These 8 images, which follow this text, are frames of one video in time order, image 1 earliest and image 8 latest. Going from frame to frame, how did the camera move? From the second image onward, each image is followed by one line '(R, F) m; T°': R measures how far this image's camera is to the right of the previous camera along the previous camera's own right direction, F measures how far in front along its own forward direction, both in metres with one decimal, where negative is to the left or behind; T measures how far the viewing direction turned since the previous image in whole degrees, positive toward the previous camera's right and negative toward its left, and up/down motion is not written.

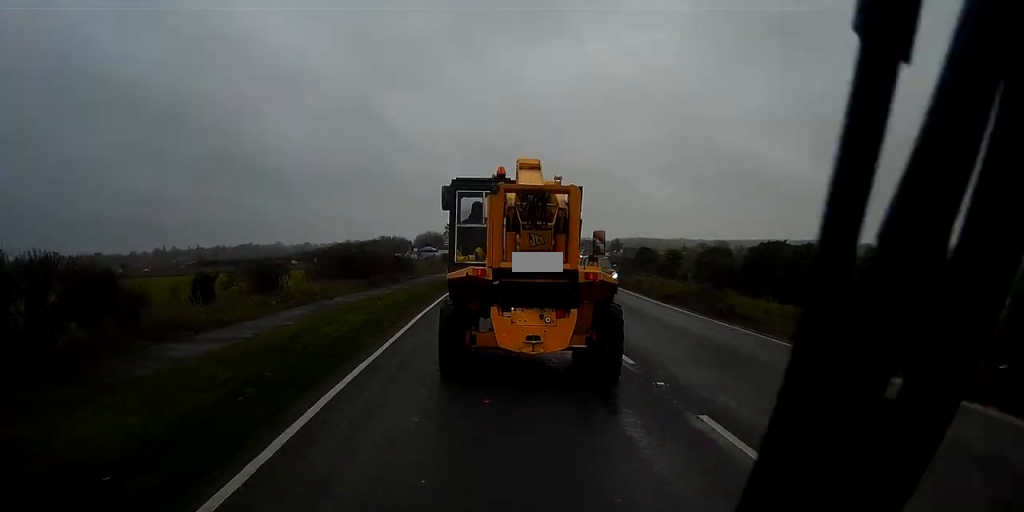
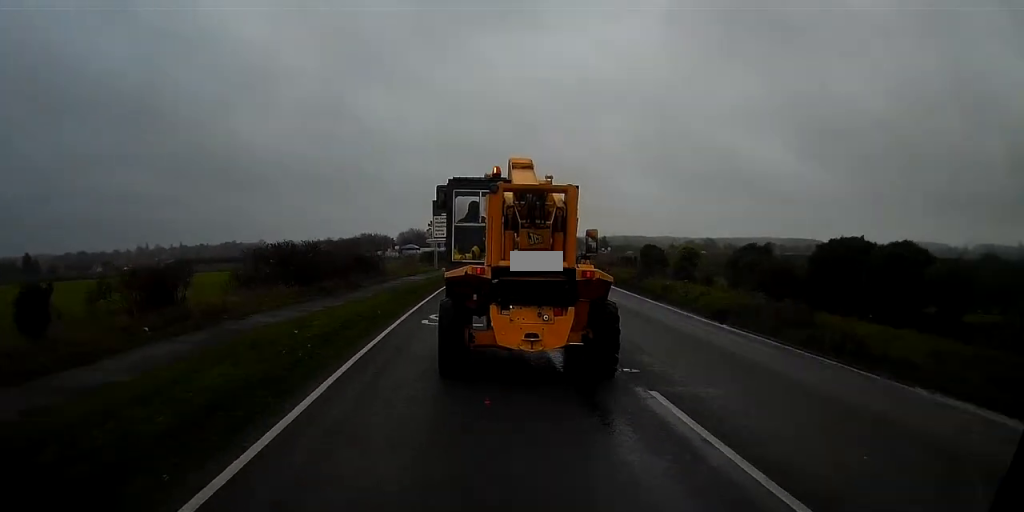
(+0.1, +8.3) m; +1°
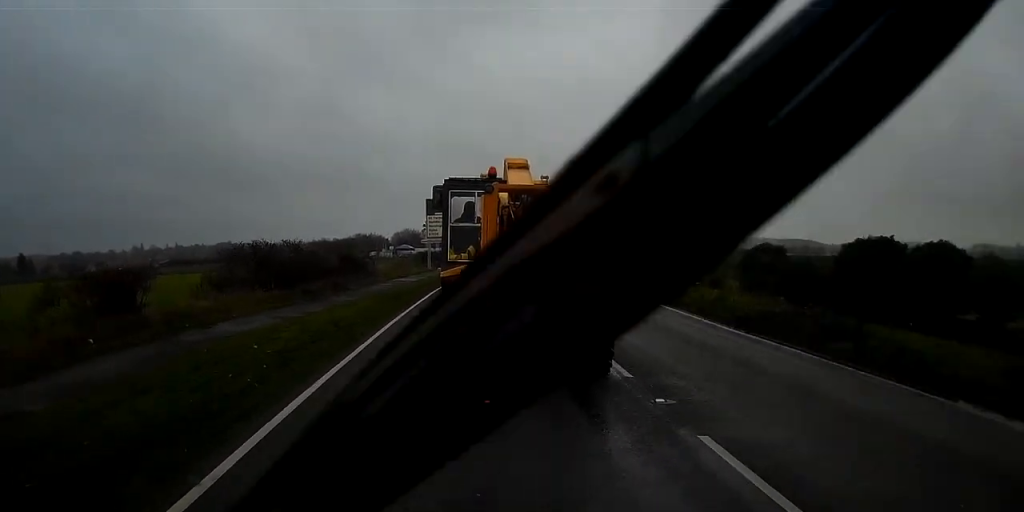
(0.0, +2.3) m; +1°
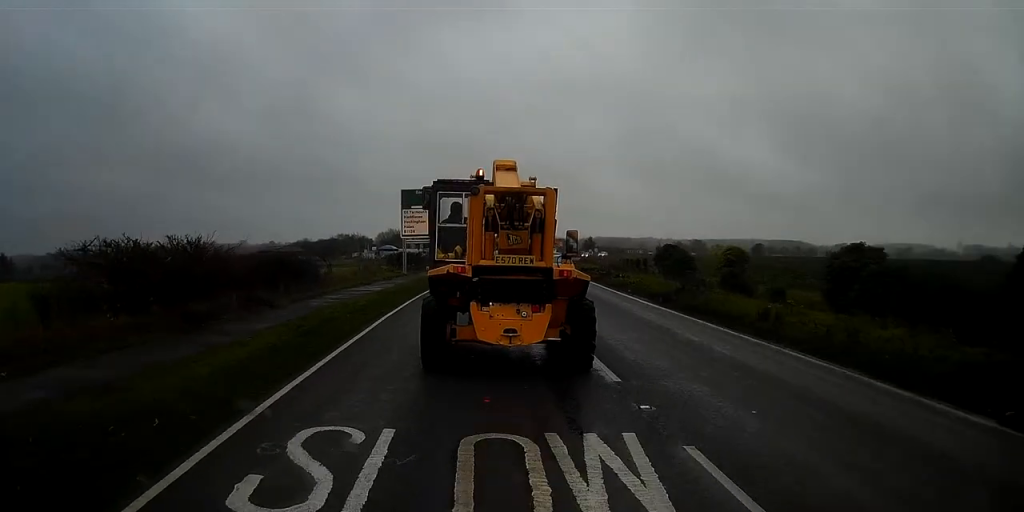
(+0.2, +9.6) m; +1°
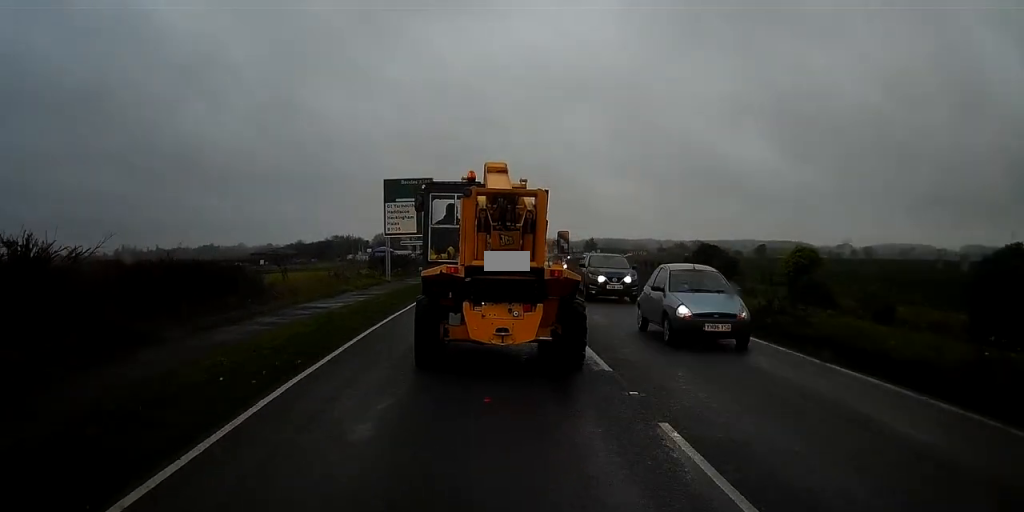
(0.0, +8.3) m; 0°
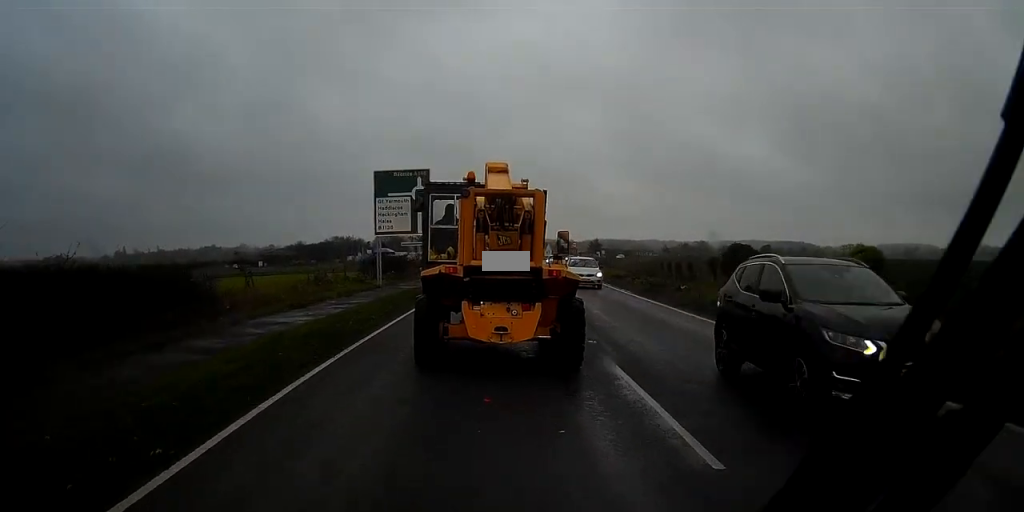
(0.0, +4.7) m; -1°
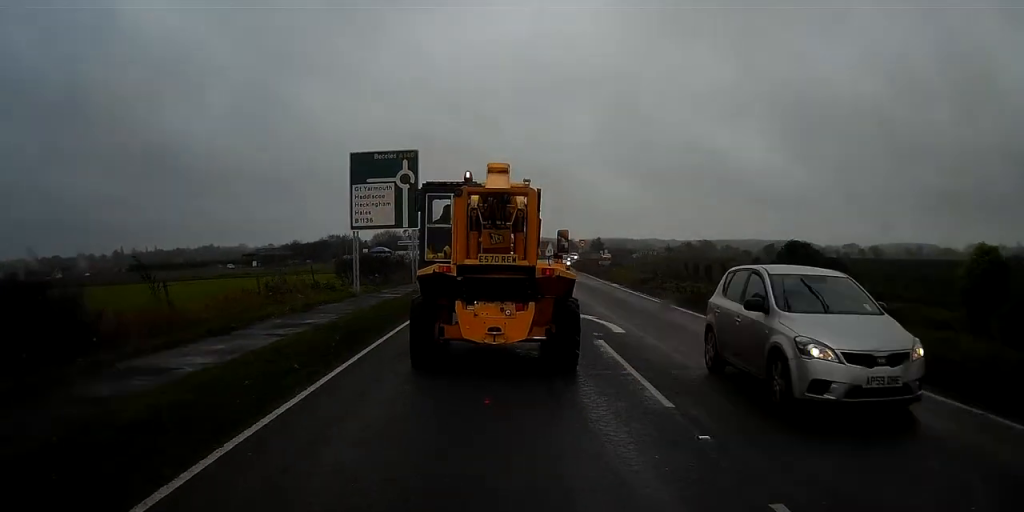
(-0.2, +6.7) m; -2°
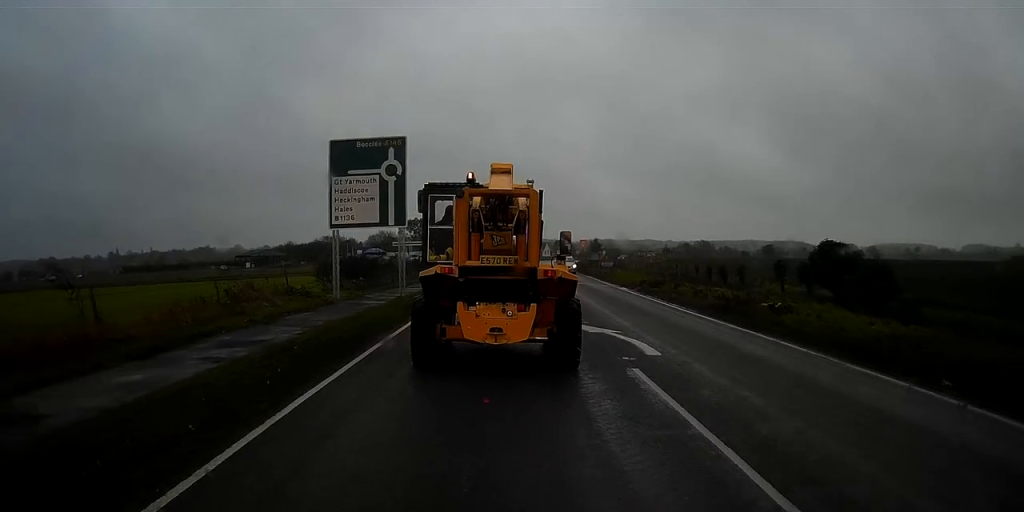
(-0.1, +3.4) m; 0°
